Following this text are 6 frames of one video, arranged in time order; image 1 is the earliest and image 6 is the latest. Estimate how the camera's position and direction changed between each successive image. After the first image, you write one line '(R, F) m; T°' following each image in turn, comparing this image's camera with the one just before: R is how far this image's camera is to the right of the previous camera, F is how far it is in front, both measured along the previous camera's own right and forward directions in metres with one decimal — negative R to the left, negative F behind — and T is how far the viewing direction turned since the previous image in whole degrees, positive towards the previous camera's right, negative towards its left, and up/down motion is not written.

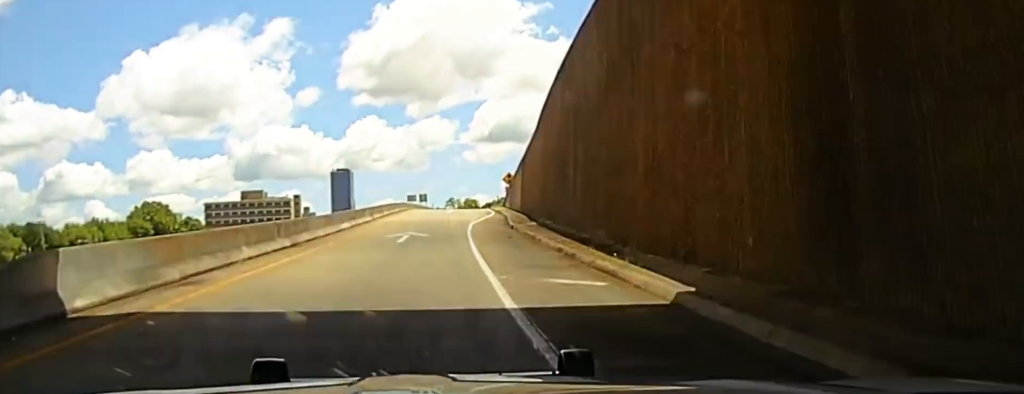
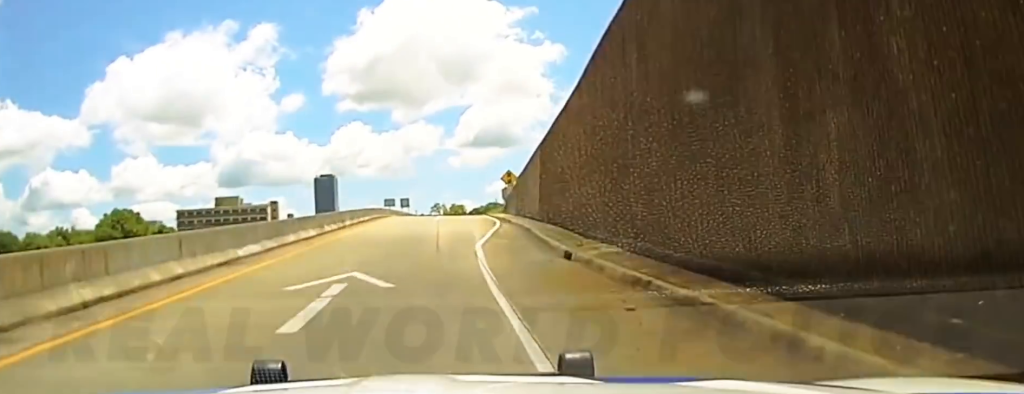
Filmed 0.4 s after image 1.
(-0.1, +20.1) m; +1°
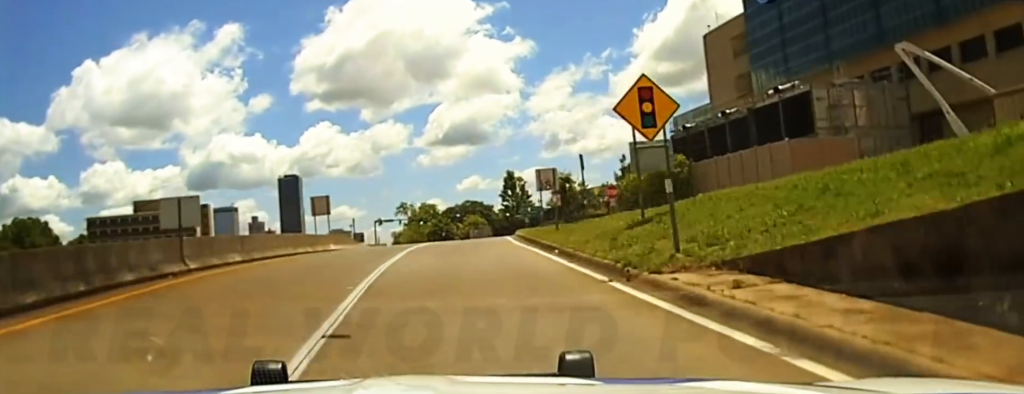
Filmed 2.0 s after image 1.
(+1.5, +64.7) m; +2°
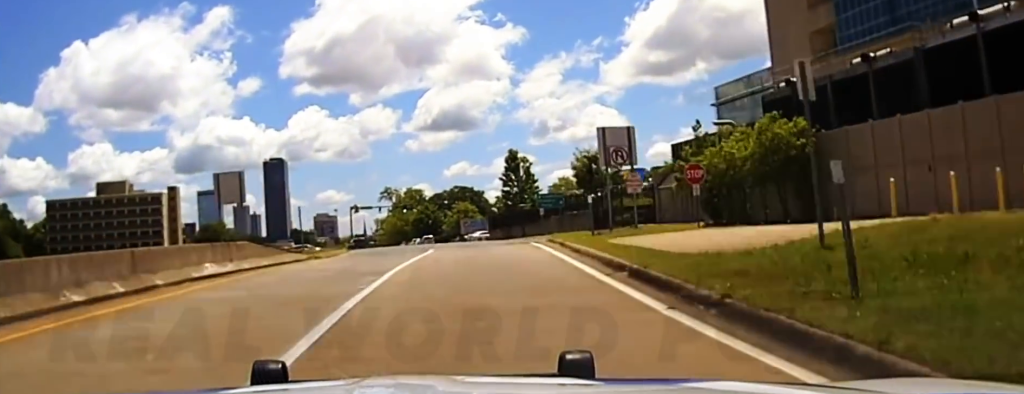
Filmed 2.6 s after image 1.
(-0.1, +22.4) m; 0°
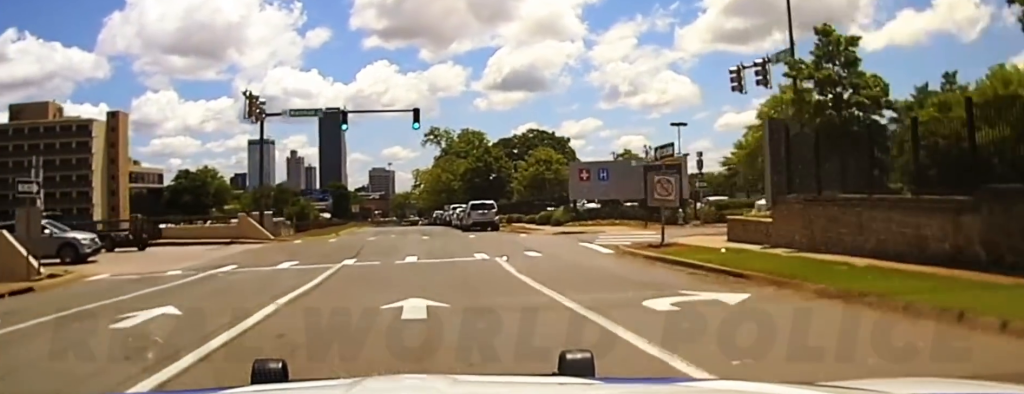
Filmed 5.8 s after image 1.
(-0.1, +93.5) m; 0°
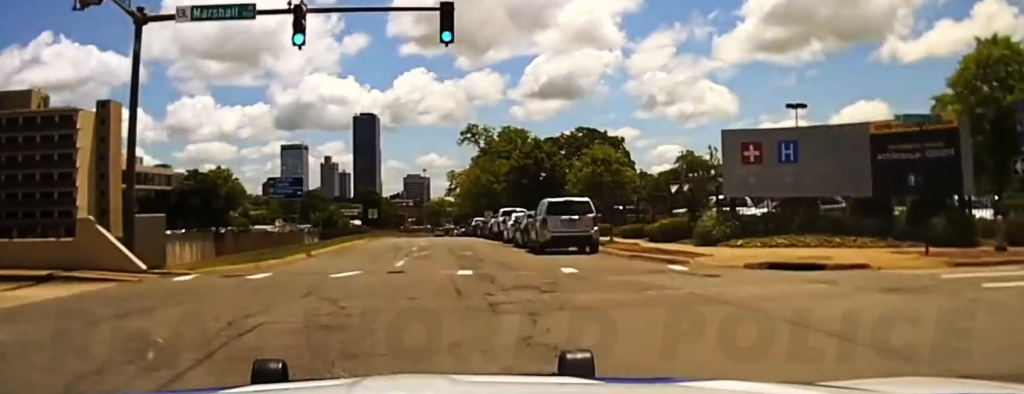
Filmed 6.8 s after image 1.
(0.0, +21.7) m; -1°
